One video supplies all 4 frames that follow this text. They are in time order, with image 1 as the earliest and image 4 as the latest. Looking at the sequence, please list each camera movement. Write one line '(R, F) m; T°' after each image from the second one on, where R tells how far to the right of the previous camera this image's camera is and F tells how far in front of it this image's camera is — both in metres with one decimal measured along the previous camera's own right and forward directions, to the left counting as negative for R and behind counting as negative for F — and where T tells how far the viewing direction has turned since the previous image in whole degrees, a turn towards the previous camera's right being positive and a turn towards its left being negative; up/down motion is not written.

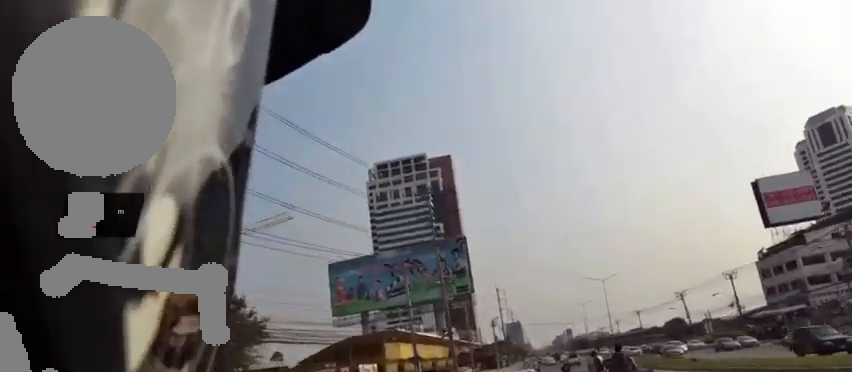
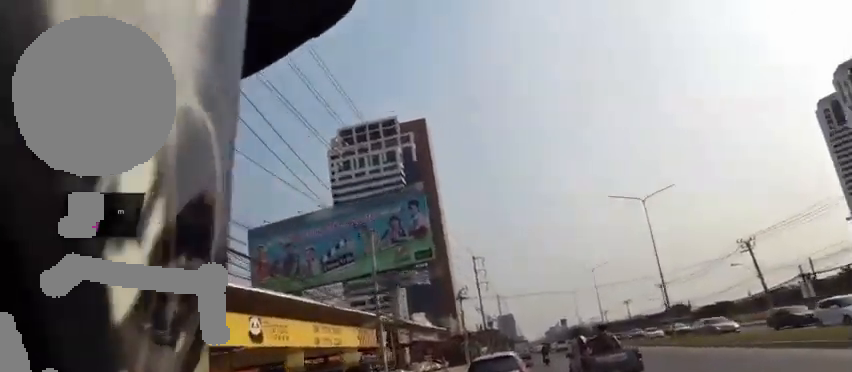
(-2.3, +34.7) m; -4°
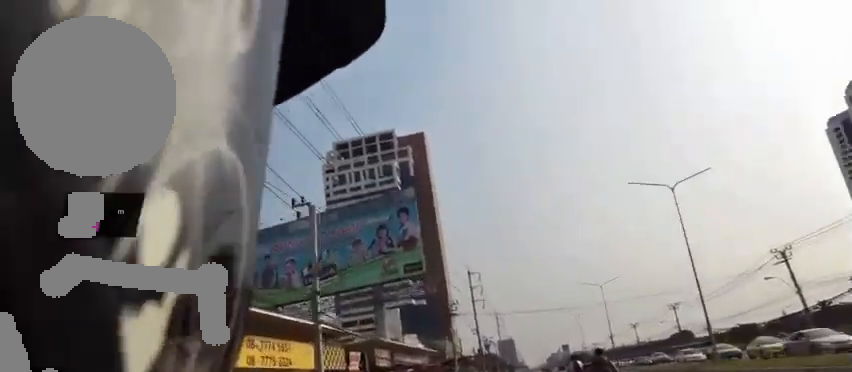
(+0.6, +8.6) m; 0°
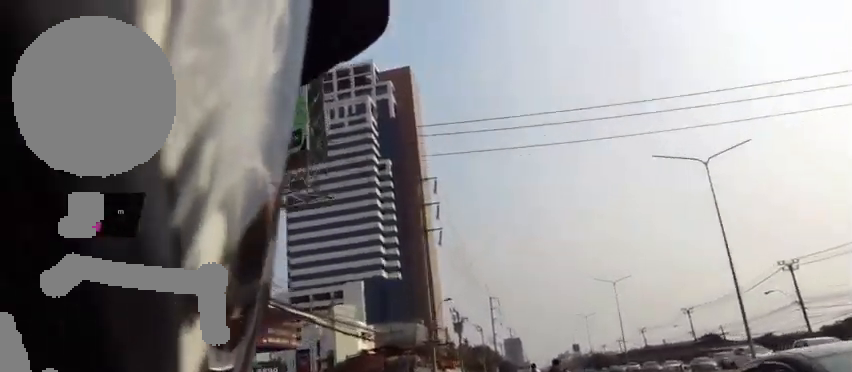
(+1.2, +47.0) m; +5°
